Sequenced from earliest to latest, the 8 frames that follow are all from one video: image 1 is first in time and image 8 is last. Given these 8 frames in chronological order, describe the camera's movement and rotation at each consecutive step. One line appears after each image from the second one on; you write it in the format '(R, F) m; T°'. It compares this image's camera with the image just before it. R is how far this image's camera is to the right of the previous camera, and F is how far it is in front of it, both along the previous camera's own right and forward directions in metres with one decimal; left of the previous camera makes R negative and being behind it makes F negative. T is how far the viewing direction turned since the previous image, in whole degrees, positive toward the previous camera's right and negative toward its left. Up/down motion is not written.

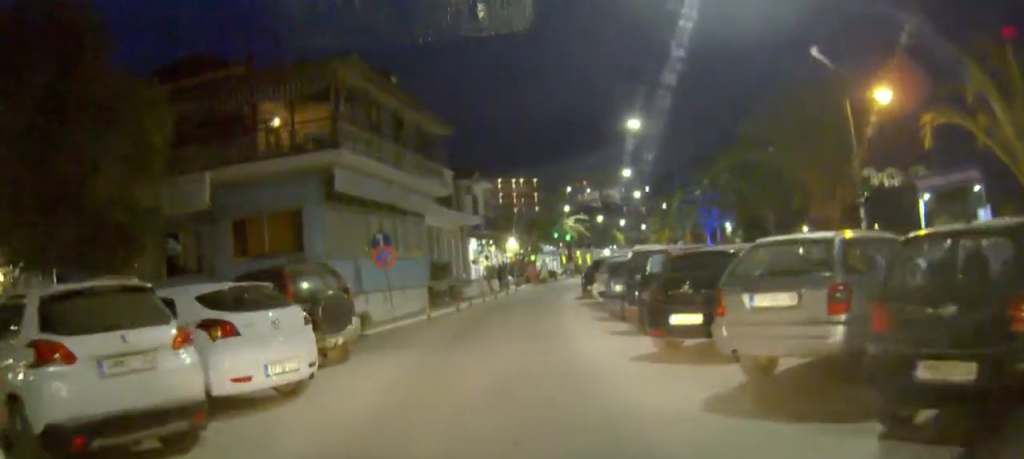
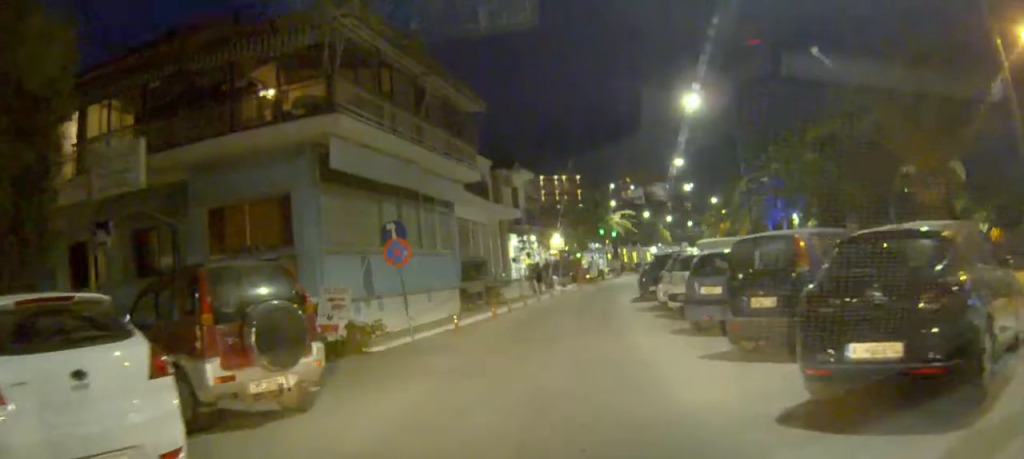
(0.0, +4.7) m; +1°
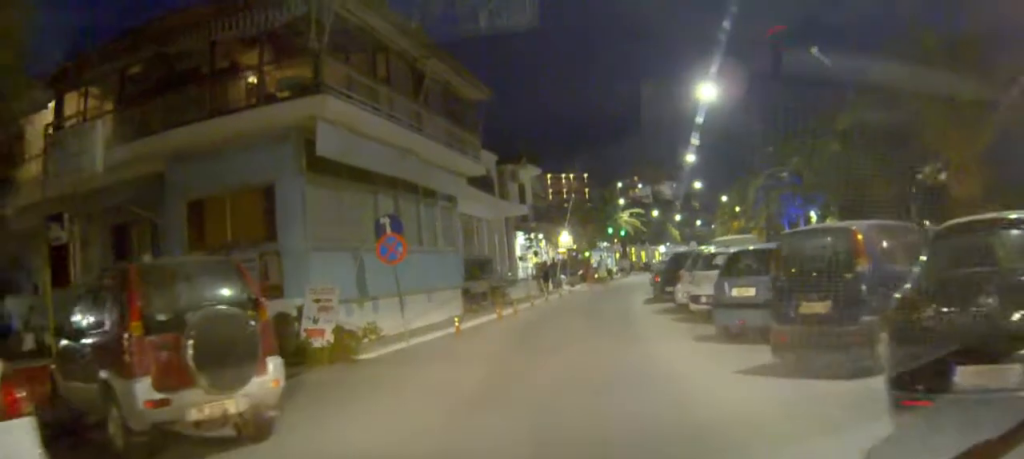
(0.0, +1.5) m; 0°
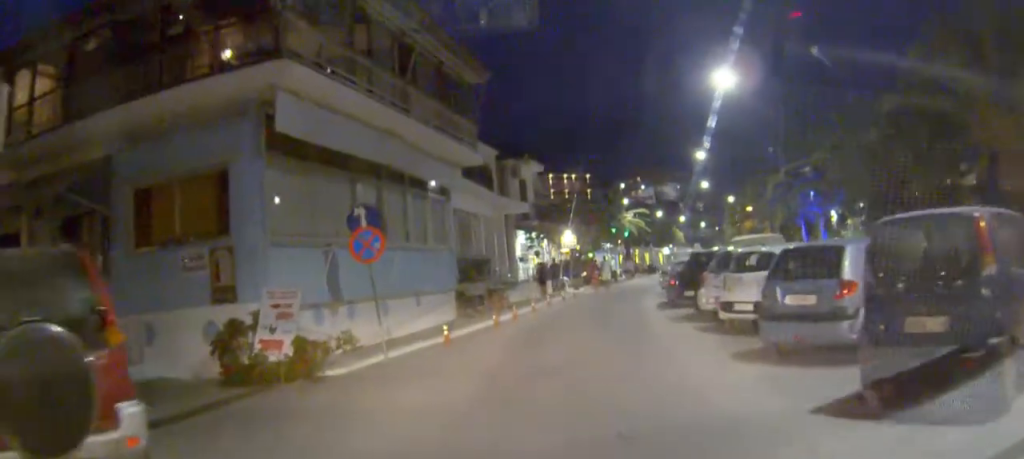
(0.0, +2.5) m; 0°
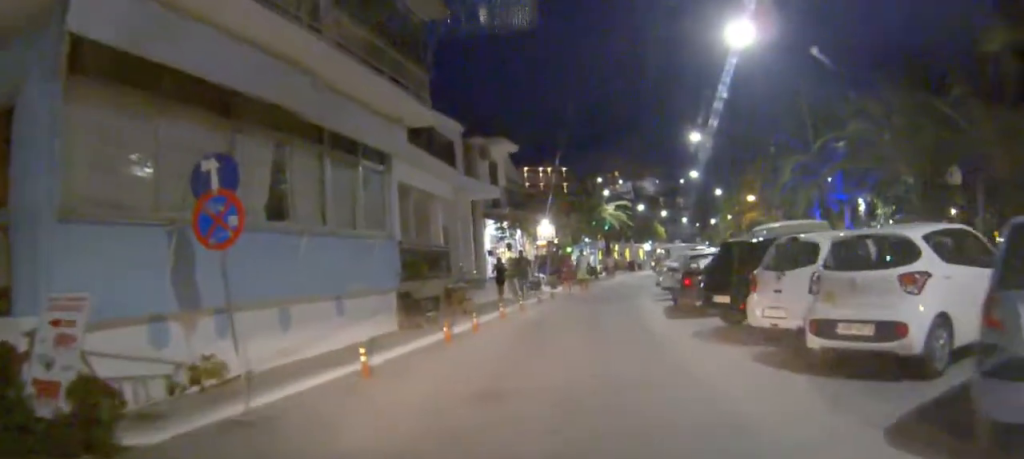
(0.0, +5.7) m; 0°
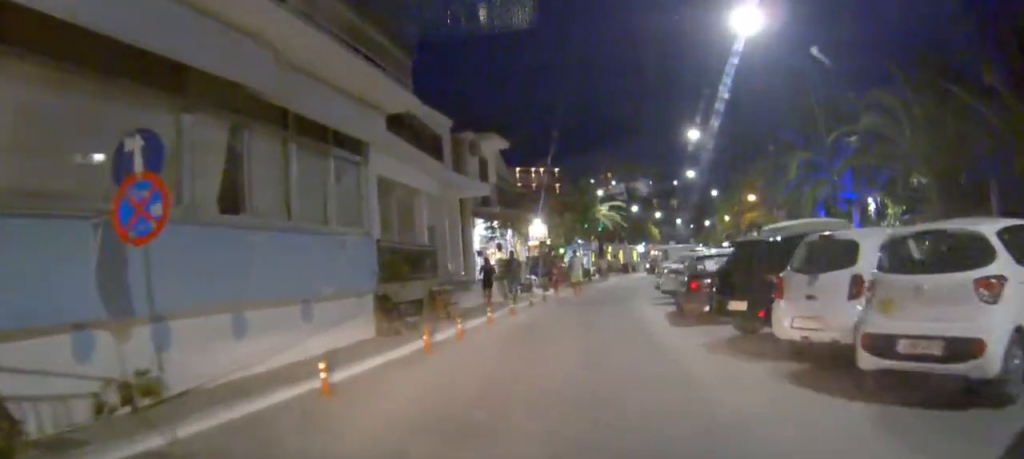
(0.0, +1.5) m; 0°
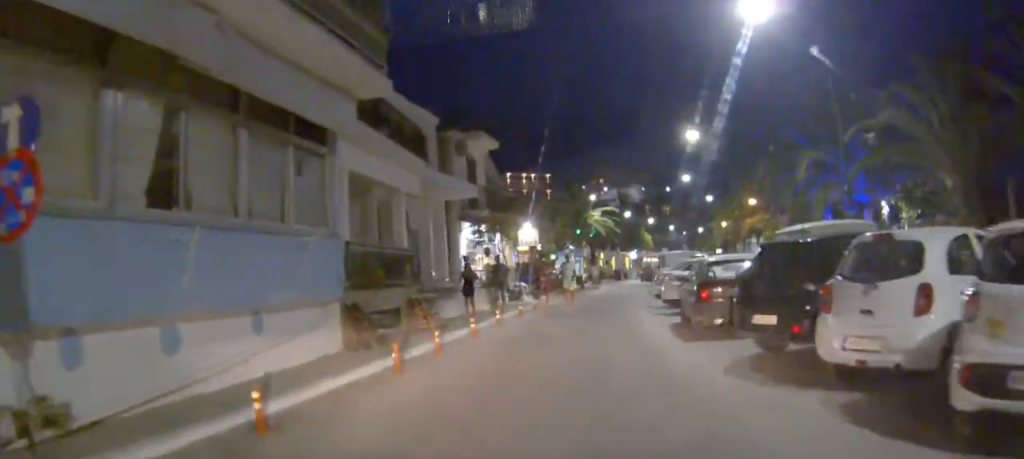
(0.0, +1.8) m; +1°
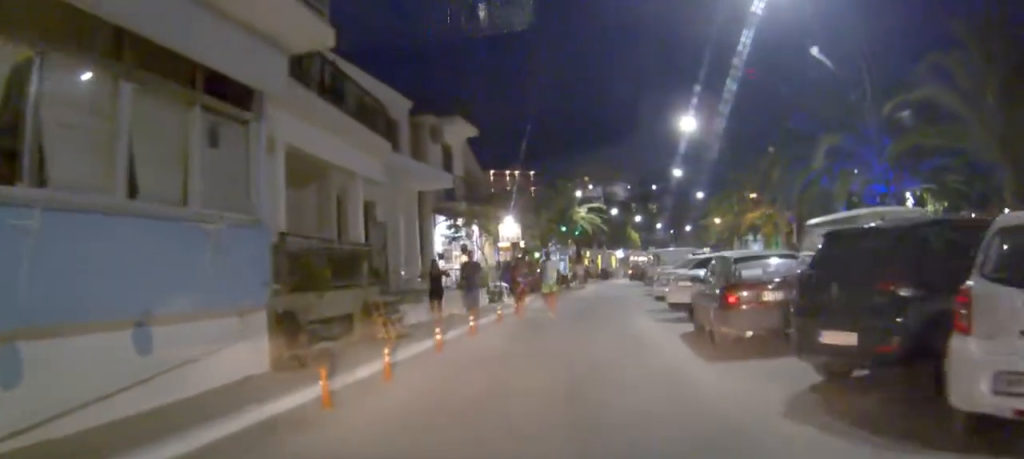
(0.0, +3.0) m; +1°
